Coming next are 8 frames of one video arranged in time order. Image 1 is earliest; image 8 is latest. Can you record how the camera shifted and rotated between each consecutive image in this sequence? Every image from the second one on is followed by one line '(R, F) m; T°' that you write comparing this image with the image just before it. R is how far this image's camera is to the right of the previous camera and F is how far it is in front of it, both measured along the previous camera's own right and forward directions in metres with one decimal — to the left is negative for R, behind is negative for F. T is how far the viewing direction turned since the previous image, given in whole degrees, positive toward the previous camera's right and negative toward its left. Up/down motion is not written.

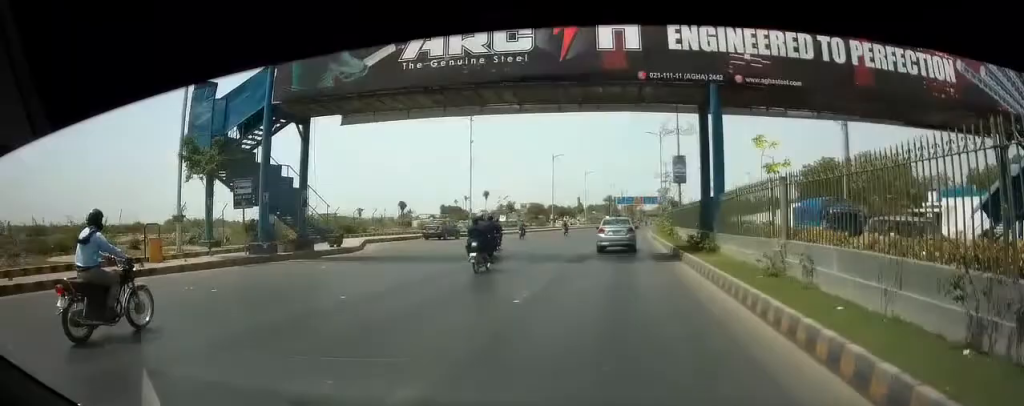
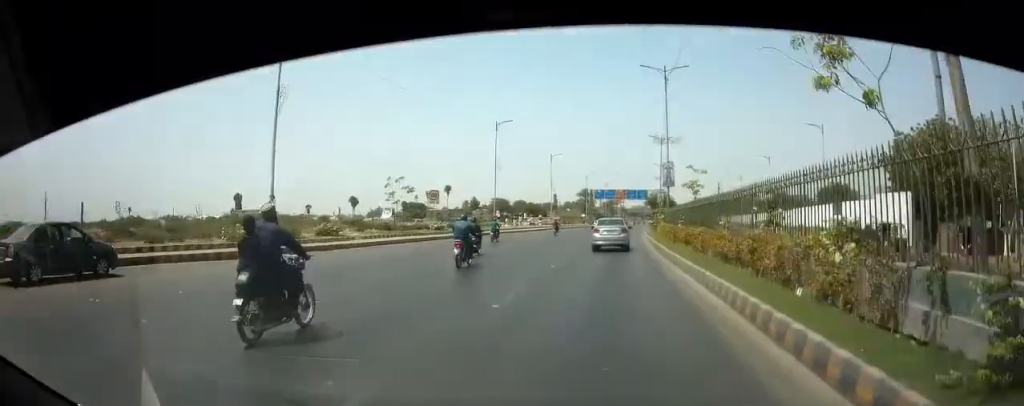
(+0.5, +32.4) m; +2°
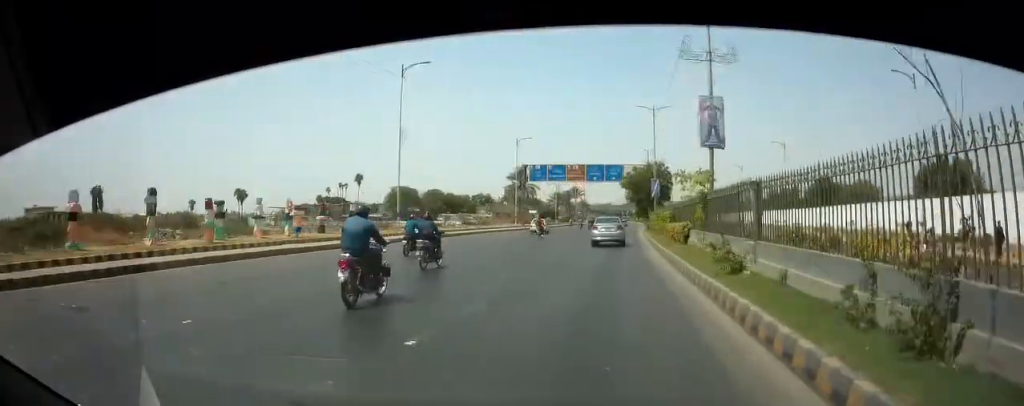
(+1.7, +58.9) m; +3°
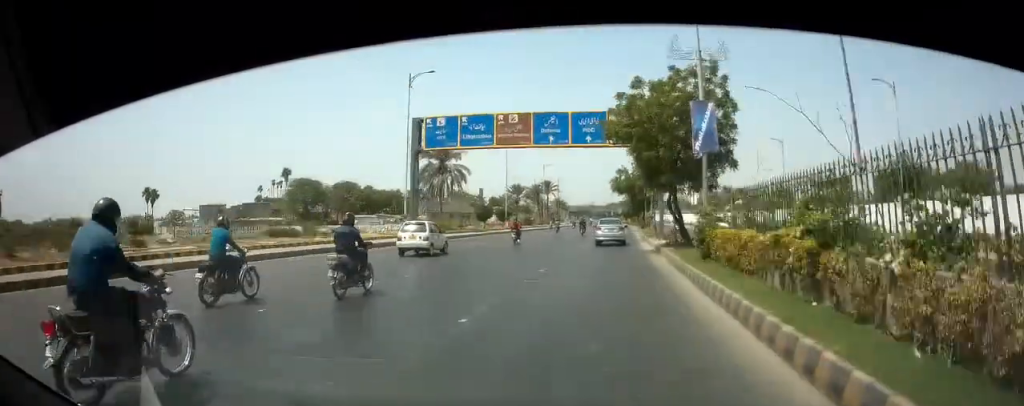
(+0.7, +38.2) m; +2°
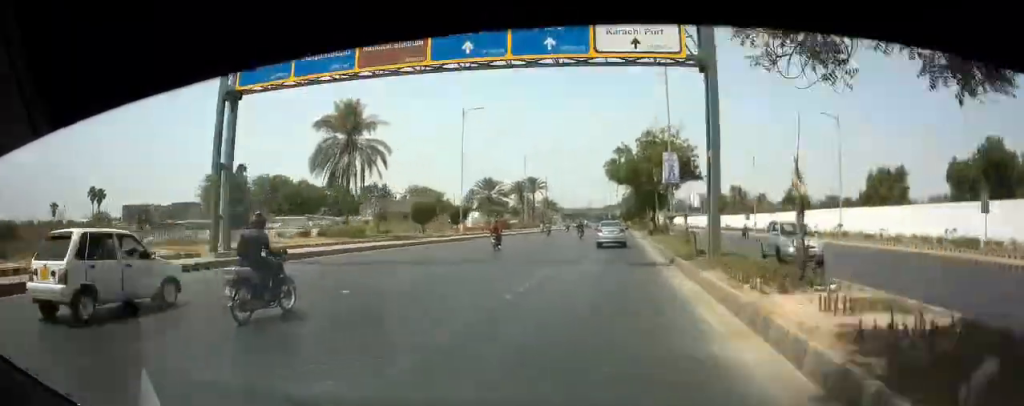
(+0.1, +21.4) m; +1°
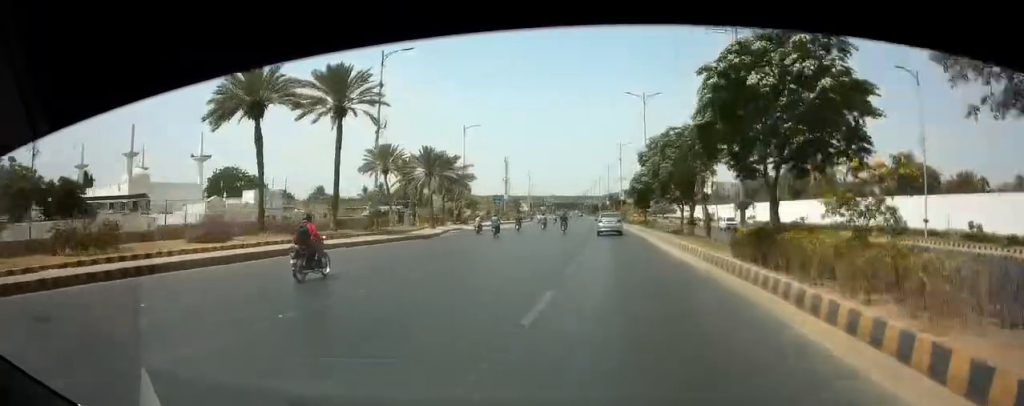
(+0.2, +91.3) m; 0°
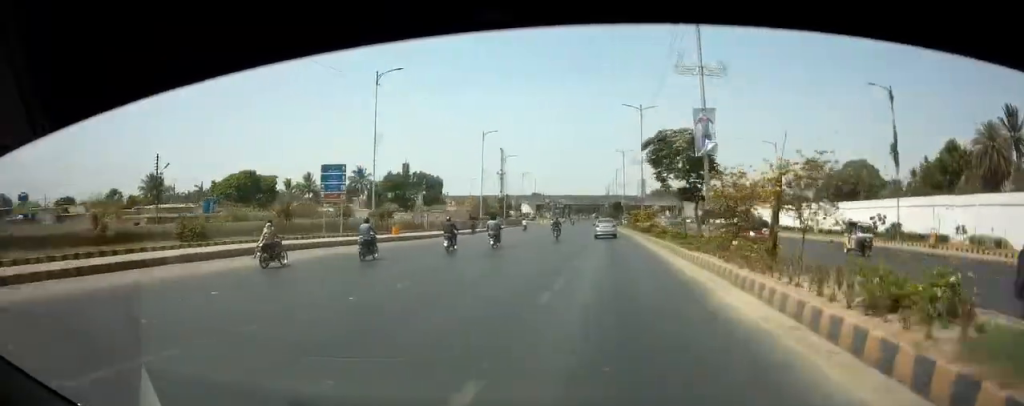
(-1.1, +69.6) m; -2°
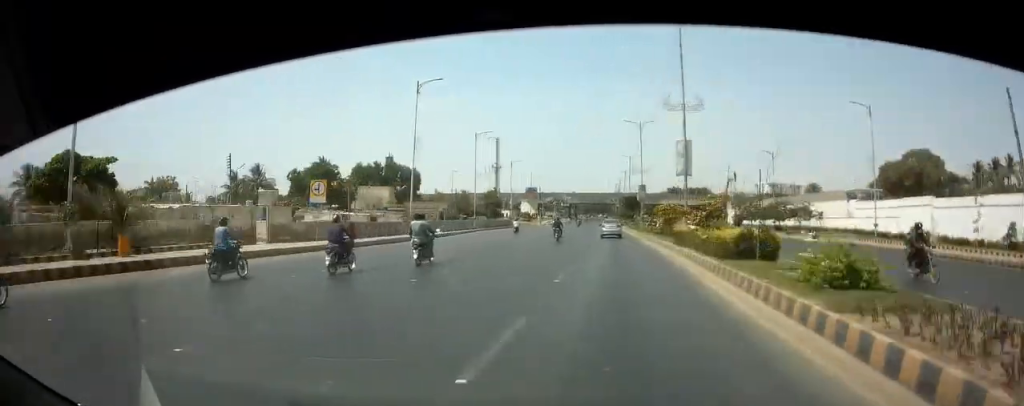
(-0.3, +28.7) m; -1°
